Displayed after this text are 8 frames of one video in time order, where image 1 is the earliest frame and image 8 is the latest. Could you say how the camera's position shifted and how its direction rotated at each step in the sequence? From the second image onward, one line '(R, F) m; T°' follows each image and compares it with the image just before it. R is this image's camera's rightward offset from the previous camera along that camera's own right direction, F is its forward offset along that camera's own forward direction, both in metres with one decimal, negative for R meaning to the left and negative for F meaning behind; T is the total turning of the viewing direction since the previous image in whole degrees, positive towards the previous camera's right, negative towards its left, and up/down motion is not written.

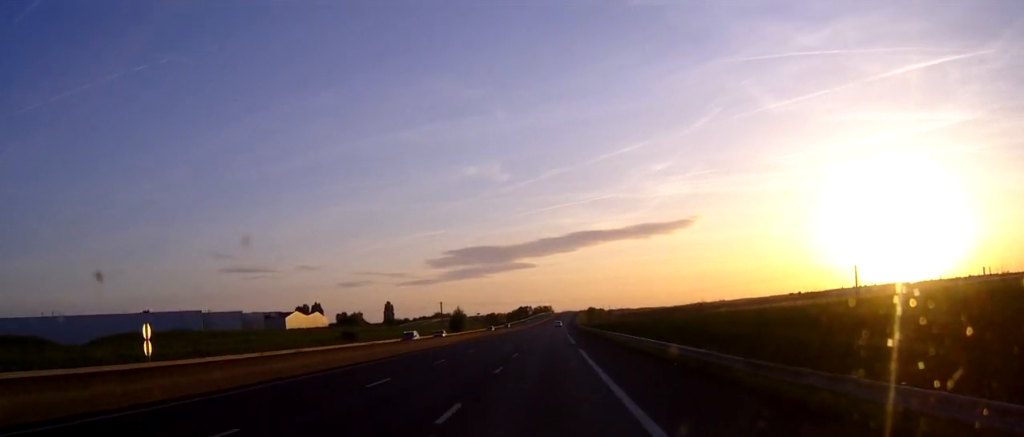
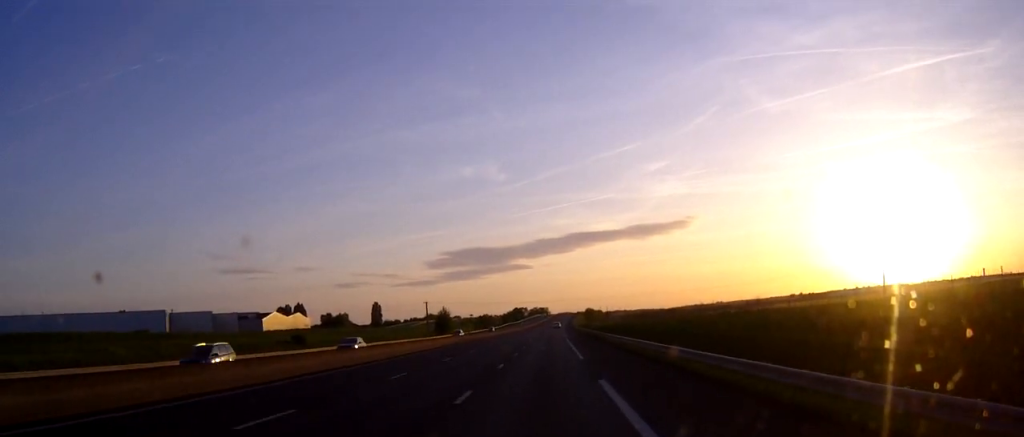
(+0.1, +22.5) m; 0°
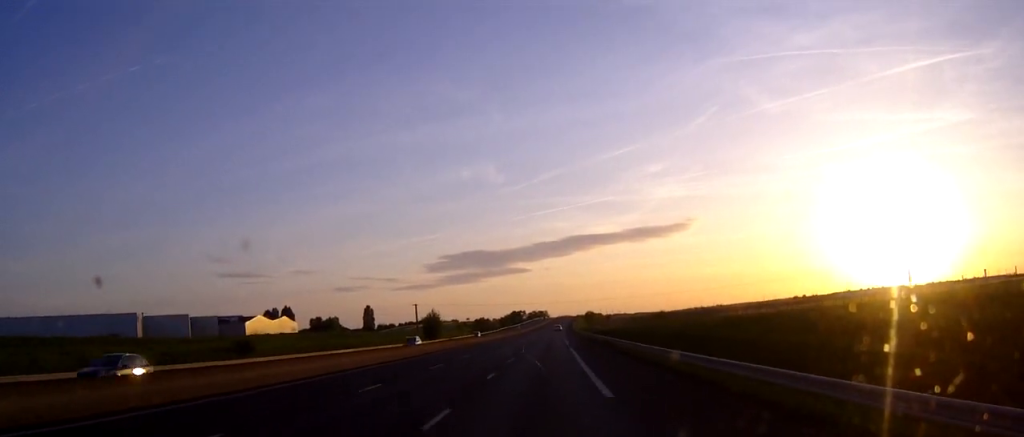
(0.0, +16.8) m; 0°
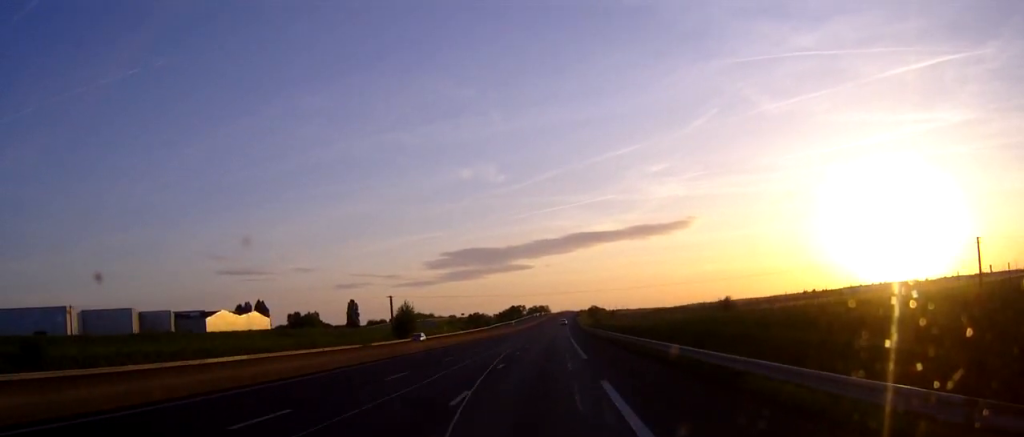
(0.0, +35.4) m; 0°
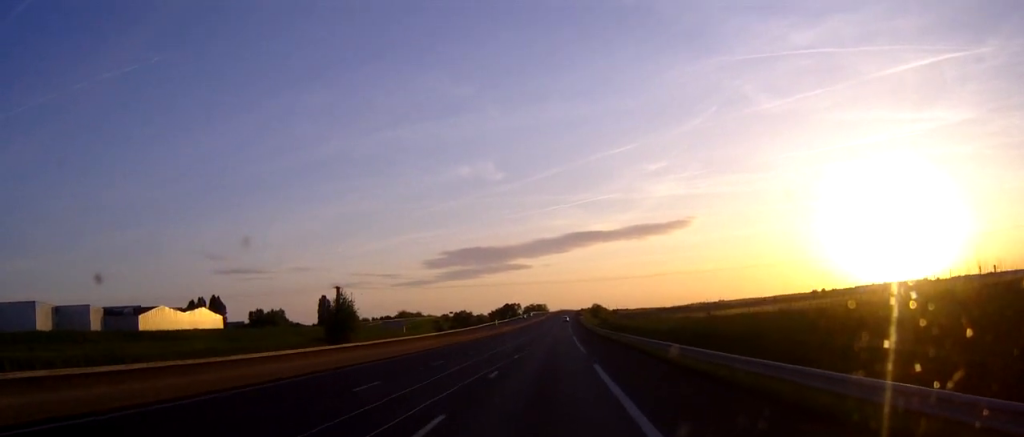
(+0.1, +43.7) m; 0°
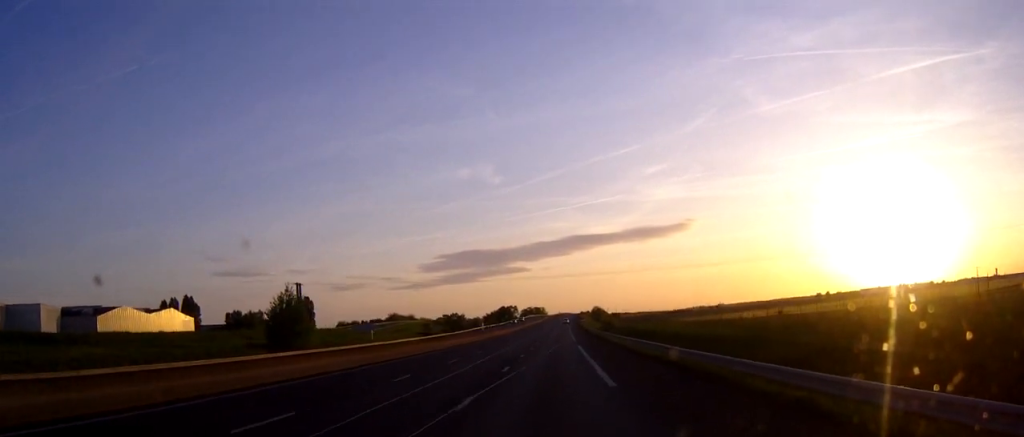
(0.0, +21.4) m; 0°
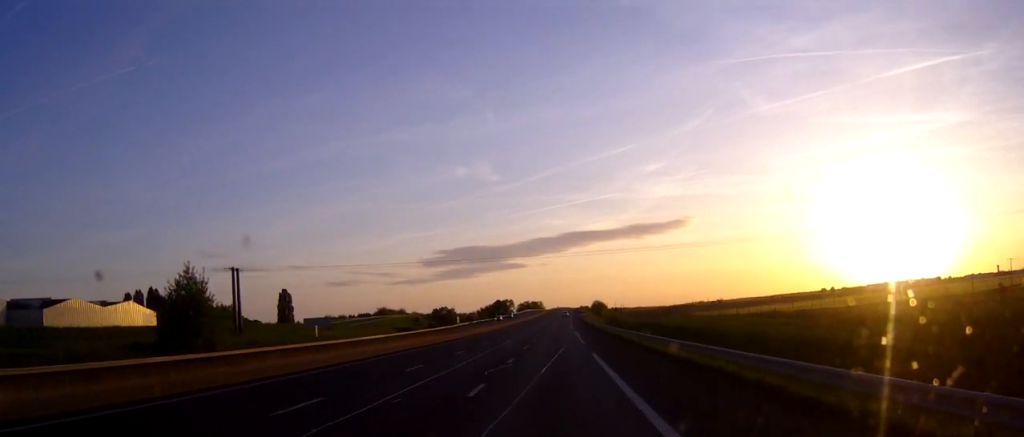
(0.0, +24.2) m; 0°
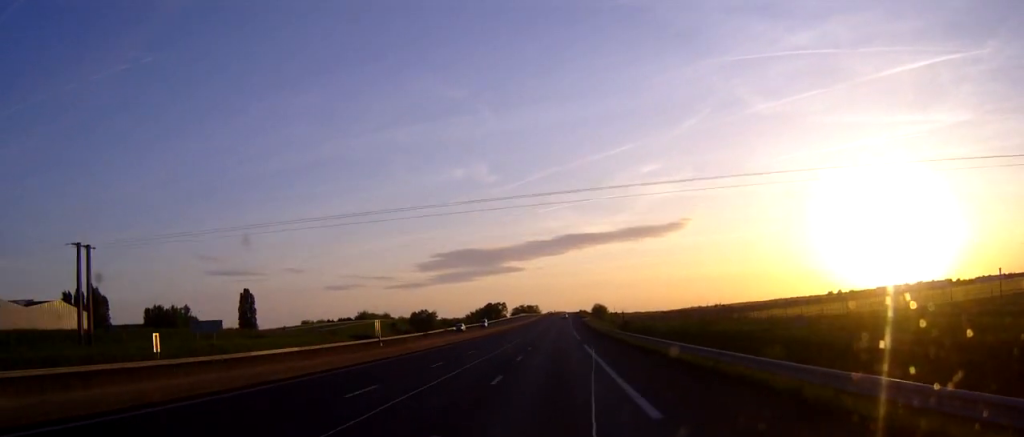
(+0.2, +34.4) m; 0°
